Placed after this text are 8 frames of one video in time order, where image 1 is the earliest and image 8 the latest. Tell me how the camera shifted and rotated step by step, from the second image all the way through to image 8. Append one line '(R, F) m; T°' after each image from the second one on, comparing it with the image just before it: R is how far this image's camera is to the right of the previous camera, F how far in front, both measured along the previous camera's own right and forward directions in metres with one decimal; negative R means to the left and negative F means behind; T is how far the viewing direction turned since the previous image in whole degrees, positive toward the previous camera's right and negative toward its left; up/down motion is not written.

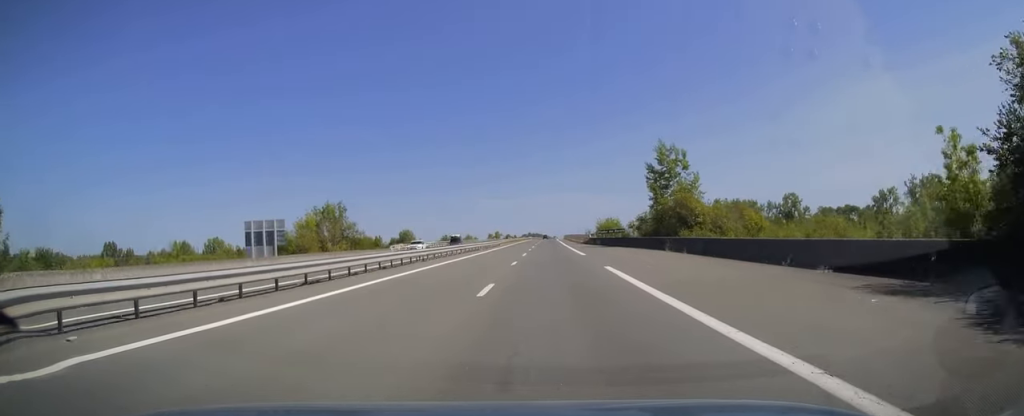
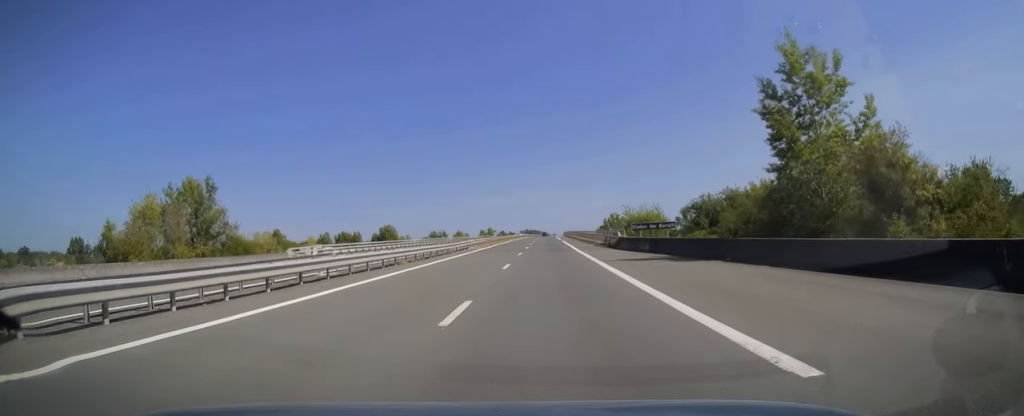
(+0.1, +30.7) m; 0°
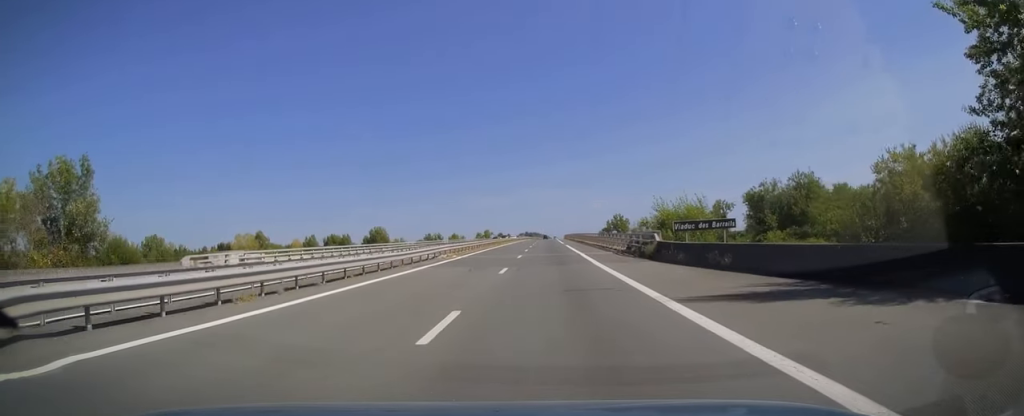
(0.0, +14.6) m; 0°
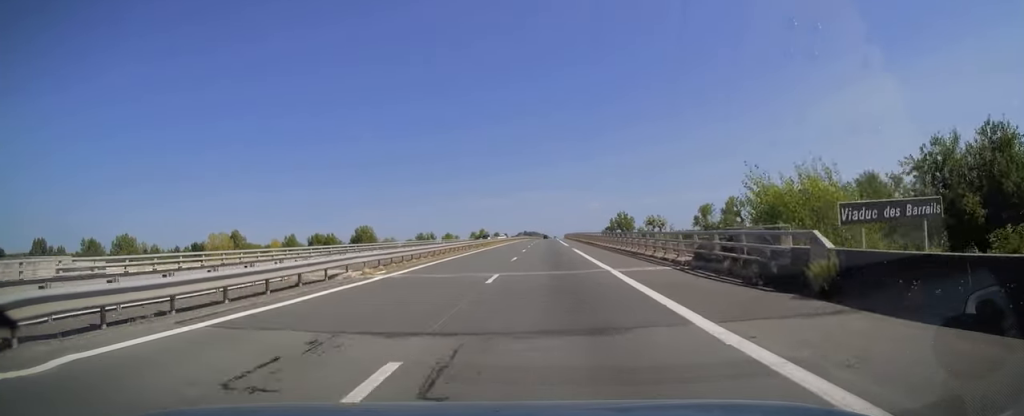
(+0.1, +17.6) m; 0°
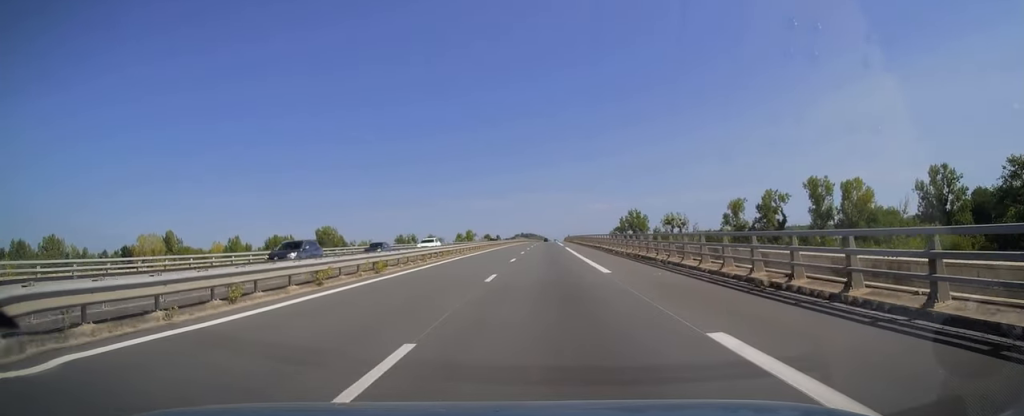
(0.0, +38.2) m; 0°
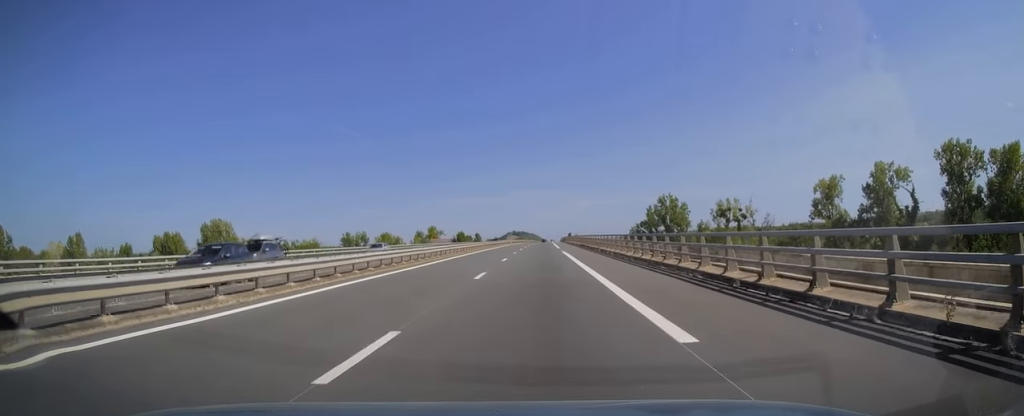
(+0.4, +65.2) m; +1°
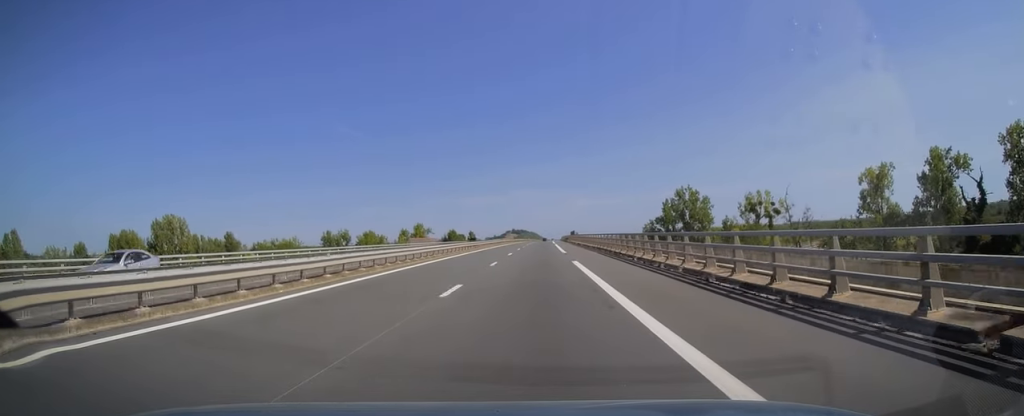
(0.0, +18.7) m; 0°
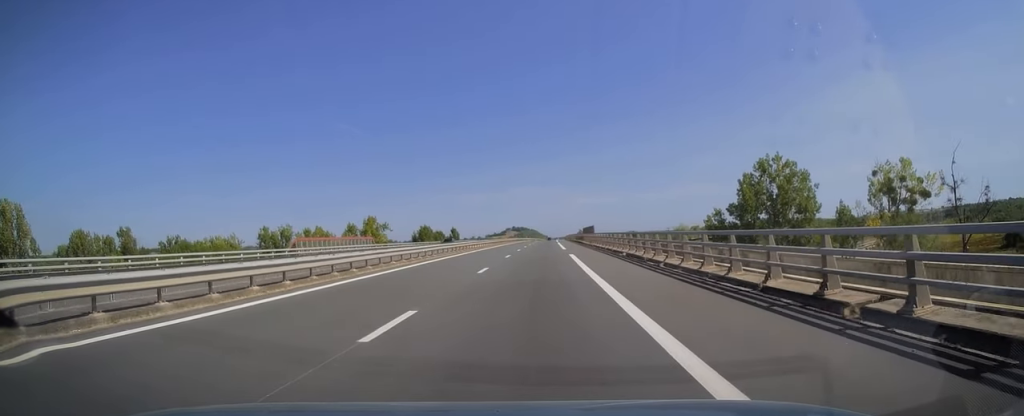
(0.0, +45.4) m; 0°
